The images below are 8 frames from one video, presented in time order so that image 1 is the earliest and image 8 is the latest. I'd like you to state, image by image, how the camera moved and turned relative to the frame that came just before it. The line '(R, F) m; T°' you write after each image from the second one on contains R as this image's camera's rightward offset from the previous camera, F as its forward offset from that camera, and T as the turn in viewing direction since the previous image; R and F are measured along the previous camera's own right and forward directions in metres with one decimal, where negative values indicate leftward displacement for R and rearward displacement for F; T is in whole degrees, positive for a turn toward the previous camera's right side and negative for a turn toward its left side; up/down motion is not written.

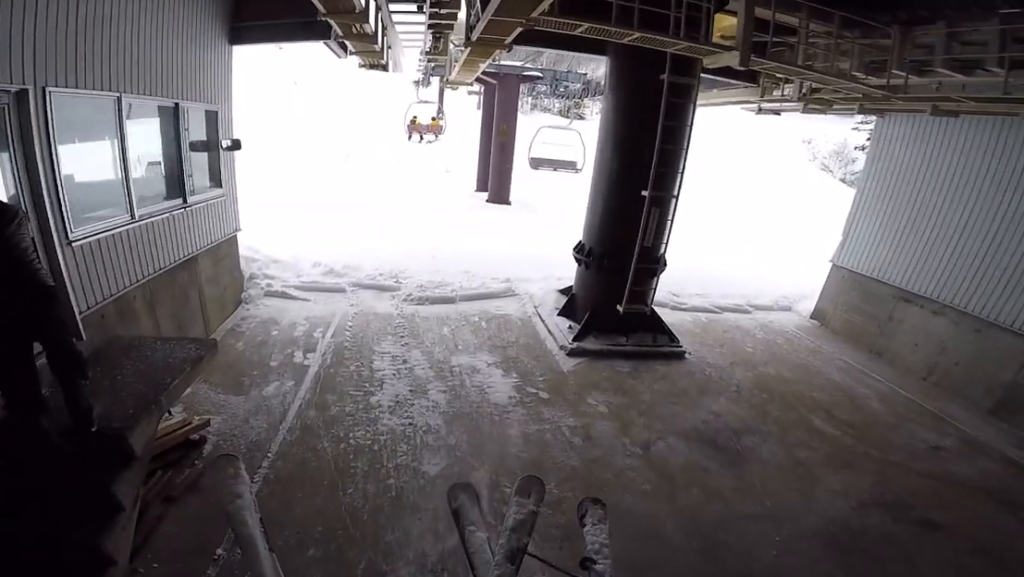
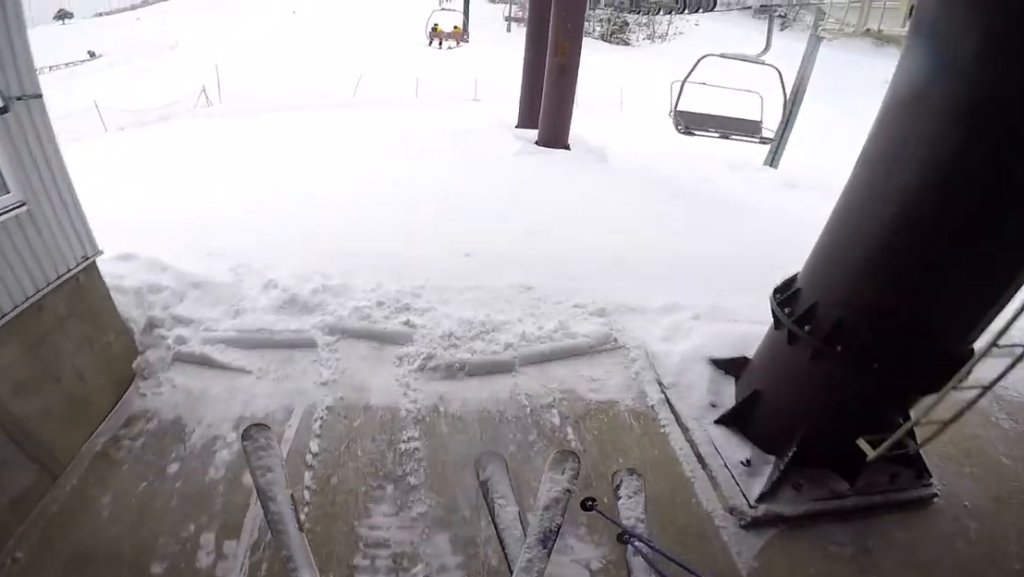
(+0.6, +5.2) m; +5°
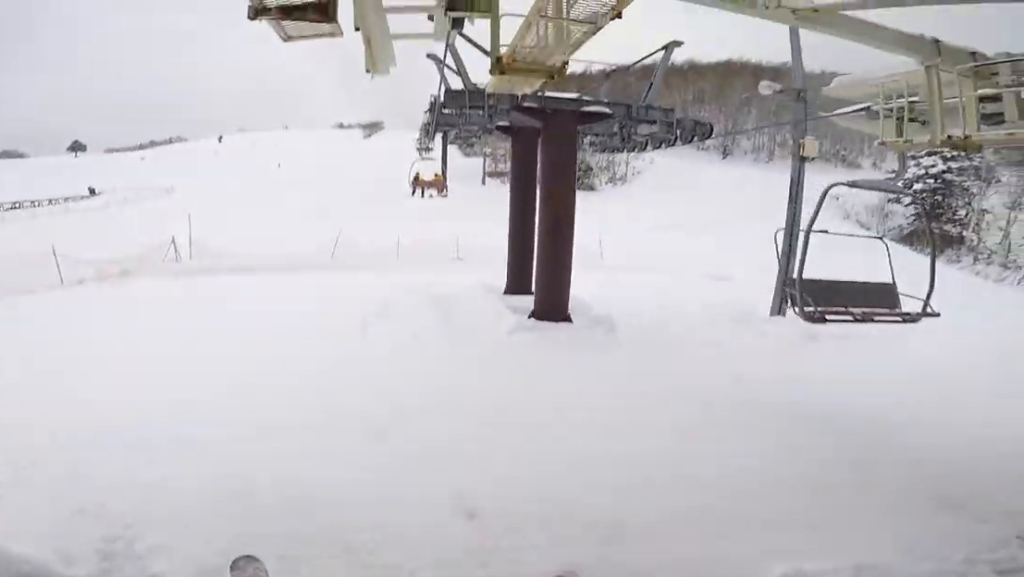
(-0.1, +2.2) m; -3°
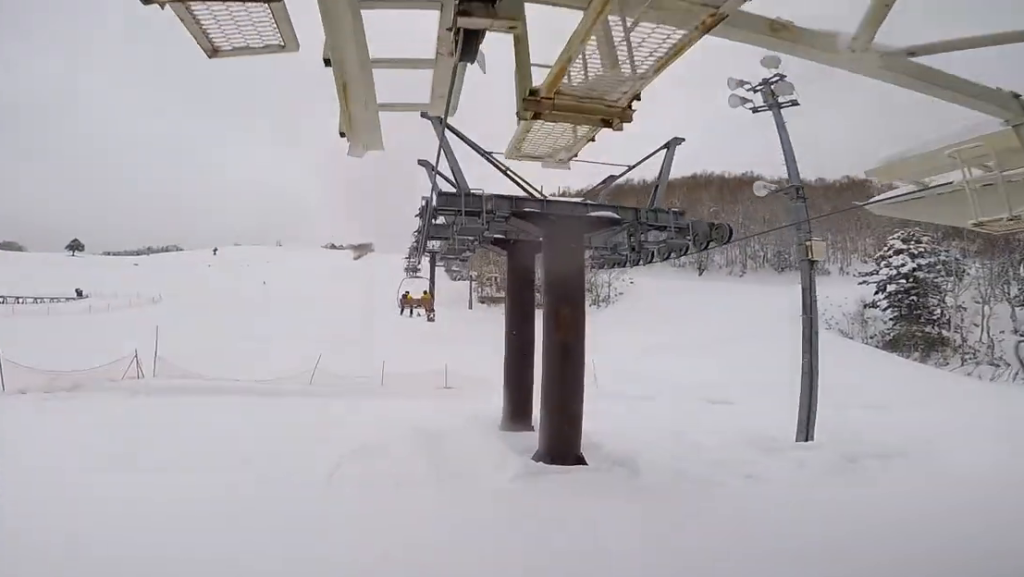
(0.0, +1.6) m; -3°
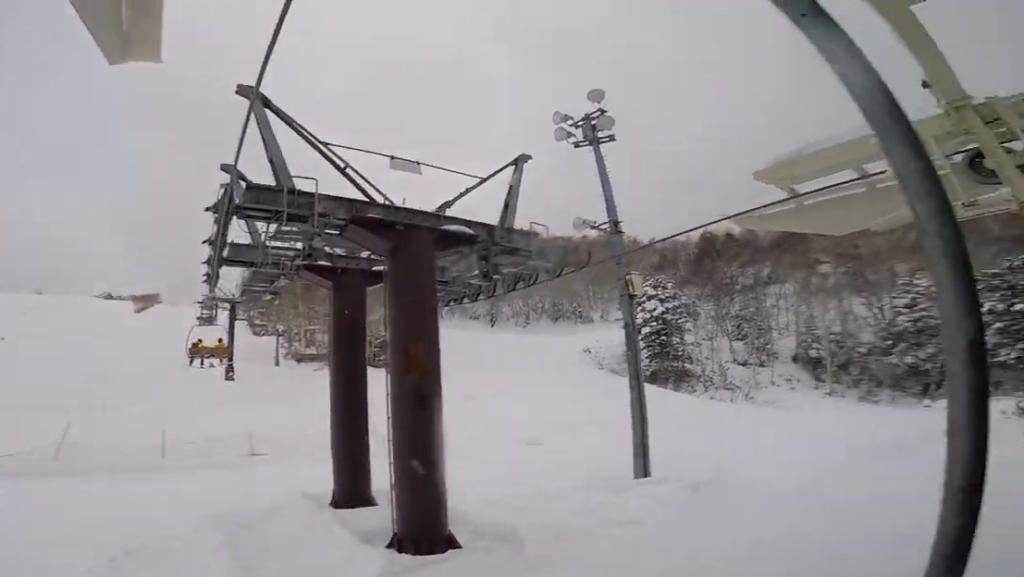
(+0.1, +2.5) m; -5°
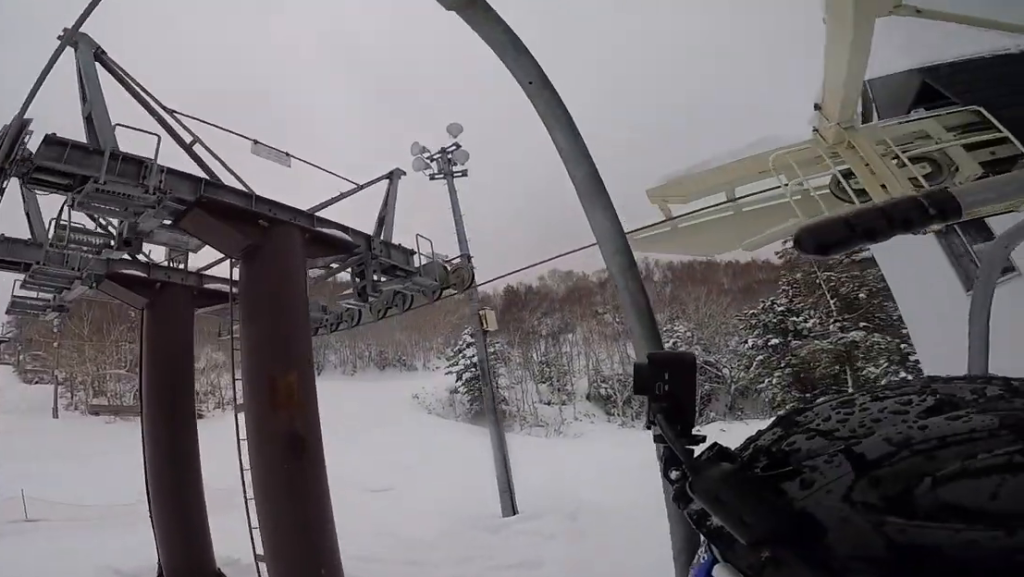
(-0.2, +1.6) m; +1°
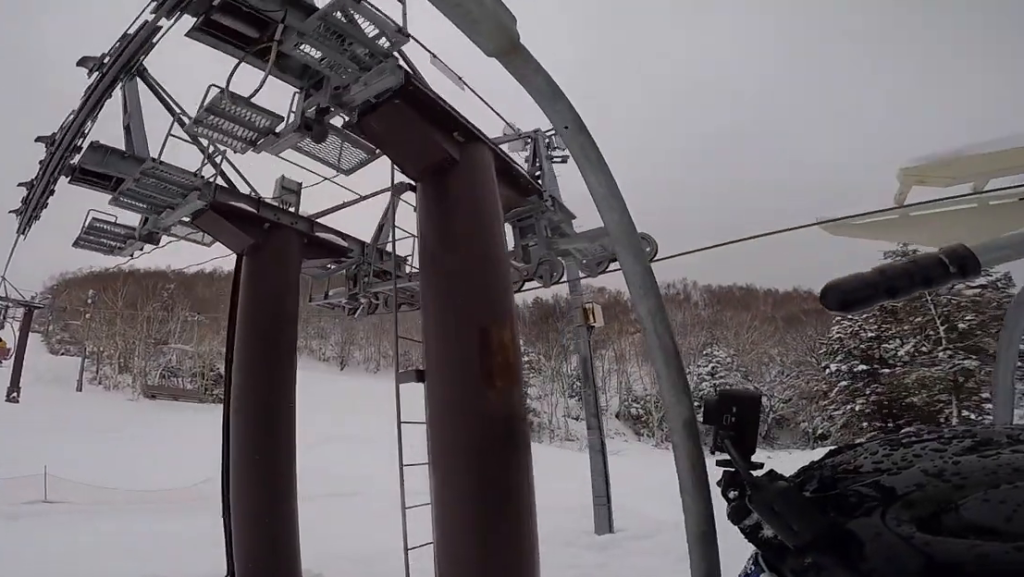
(-0.1, +2.5) m; +3°
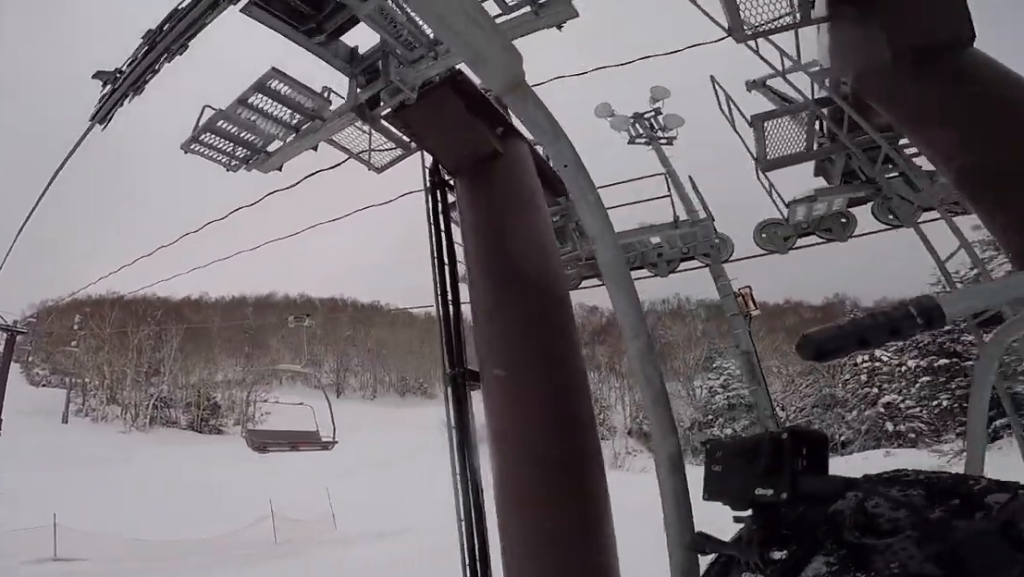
(+0.4, +4.0) m; 0°
